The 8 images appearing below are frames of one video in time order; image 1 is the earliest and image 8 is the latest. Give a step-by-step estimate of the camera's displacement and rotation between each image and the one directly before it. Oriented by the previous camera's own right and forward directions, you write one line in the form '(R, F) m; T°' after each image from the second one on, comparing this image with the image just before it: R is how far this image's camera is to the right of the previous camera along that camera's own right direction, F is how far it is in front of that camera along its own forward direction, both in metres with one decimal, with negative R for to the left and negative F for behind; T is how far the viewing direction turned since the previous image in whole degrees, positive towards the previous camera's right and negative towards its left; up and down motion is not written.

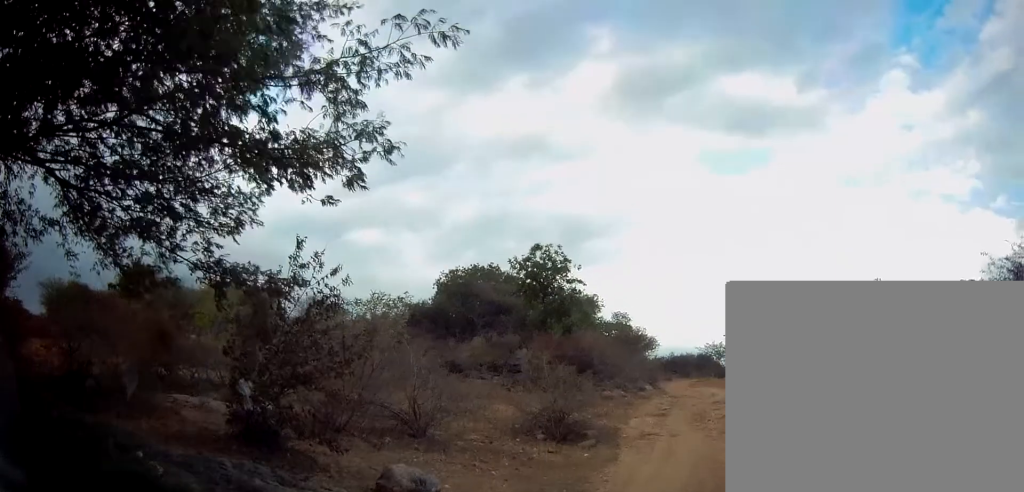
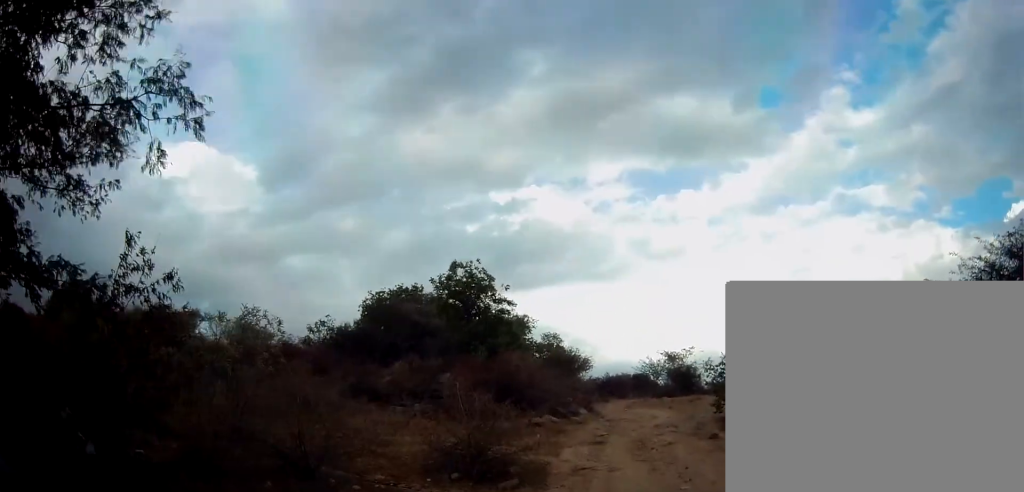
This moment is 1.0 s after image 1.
(+0.1, +1.8) m; +9°
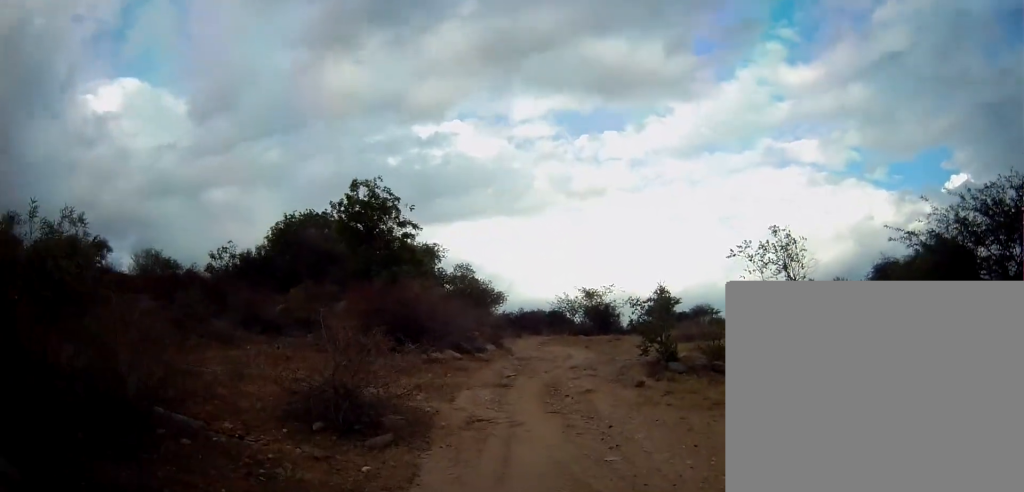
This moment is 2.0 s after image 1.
(+0.2, +1.9) m; +6°
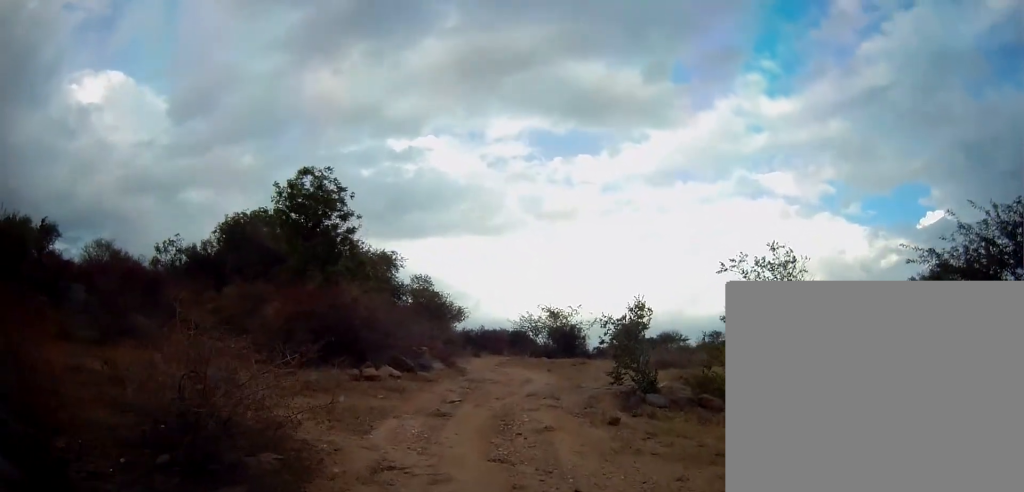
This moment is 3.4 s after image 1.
(0.0, +2.6) m; 0°
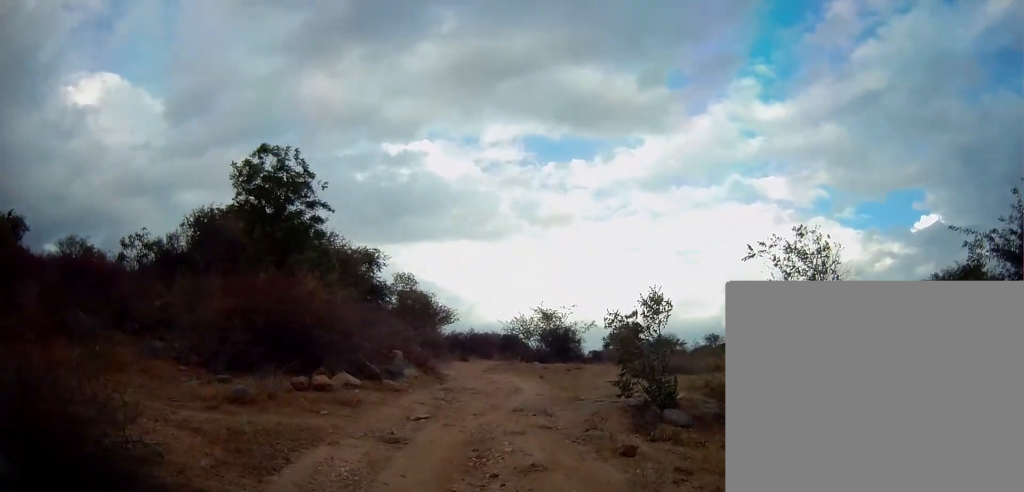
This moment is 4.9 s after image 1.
(0.0, +2.6) m; -1°
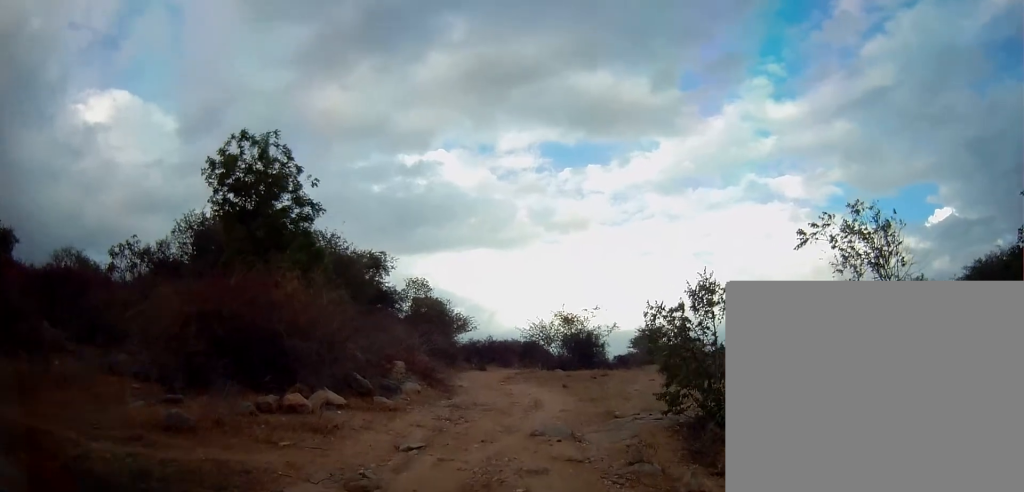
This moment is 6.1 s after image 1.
(-0.1, +2.3) m; -4°
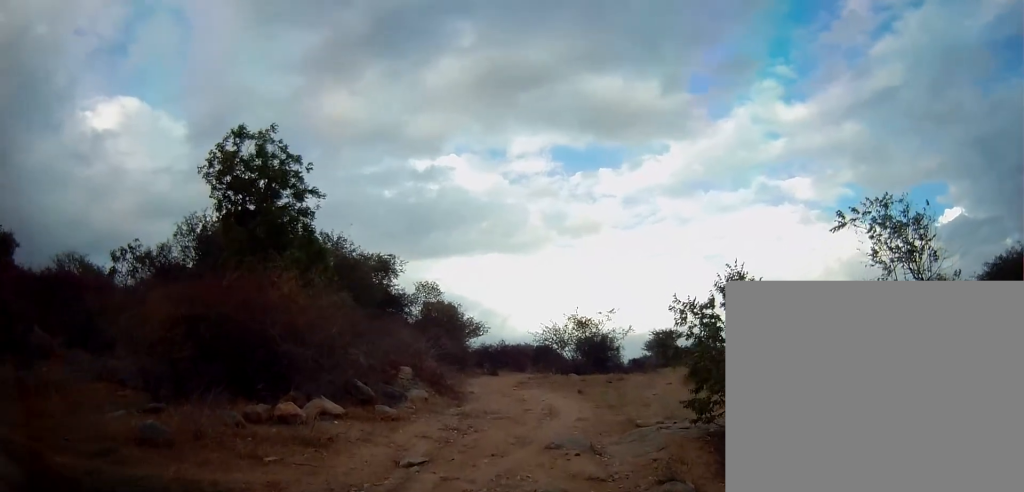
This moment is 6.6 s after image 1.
(0.0, +0.9) m; -1°
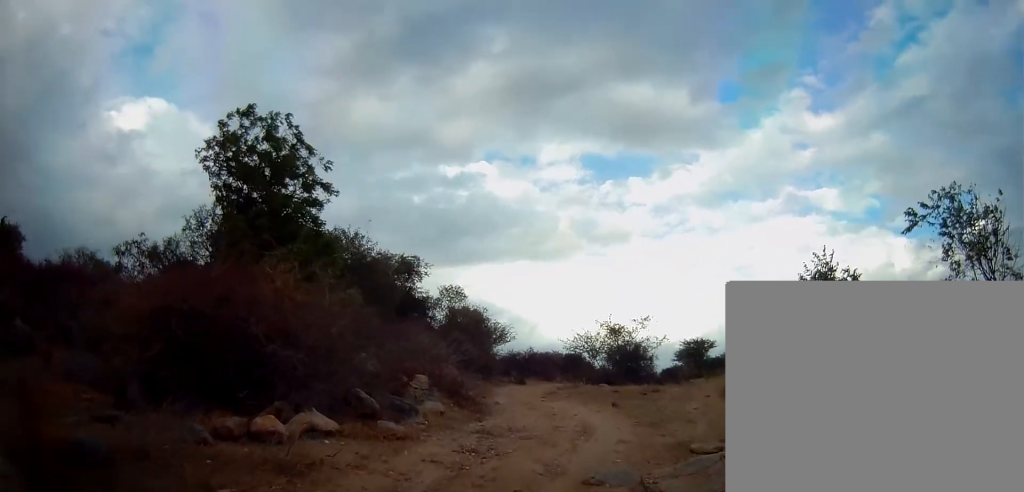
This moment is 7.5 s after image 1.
(0.0, +1.8) m; -1°
